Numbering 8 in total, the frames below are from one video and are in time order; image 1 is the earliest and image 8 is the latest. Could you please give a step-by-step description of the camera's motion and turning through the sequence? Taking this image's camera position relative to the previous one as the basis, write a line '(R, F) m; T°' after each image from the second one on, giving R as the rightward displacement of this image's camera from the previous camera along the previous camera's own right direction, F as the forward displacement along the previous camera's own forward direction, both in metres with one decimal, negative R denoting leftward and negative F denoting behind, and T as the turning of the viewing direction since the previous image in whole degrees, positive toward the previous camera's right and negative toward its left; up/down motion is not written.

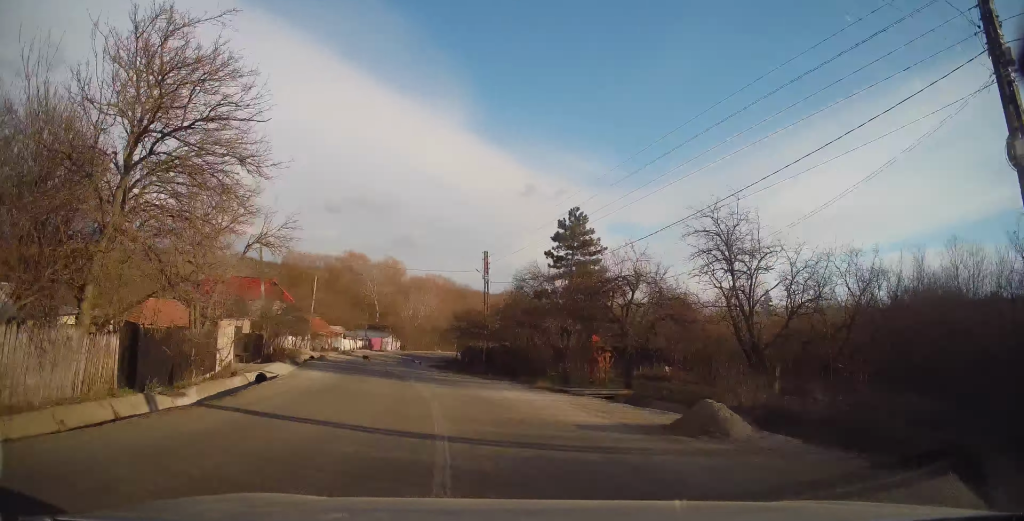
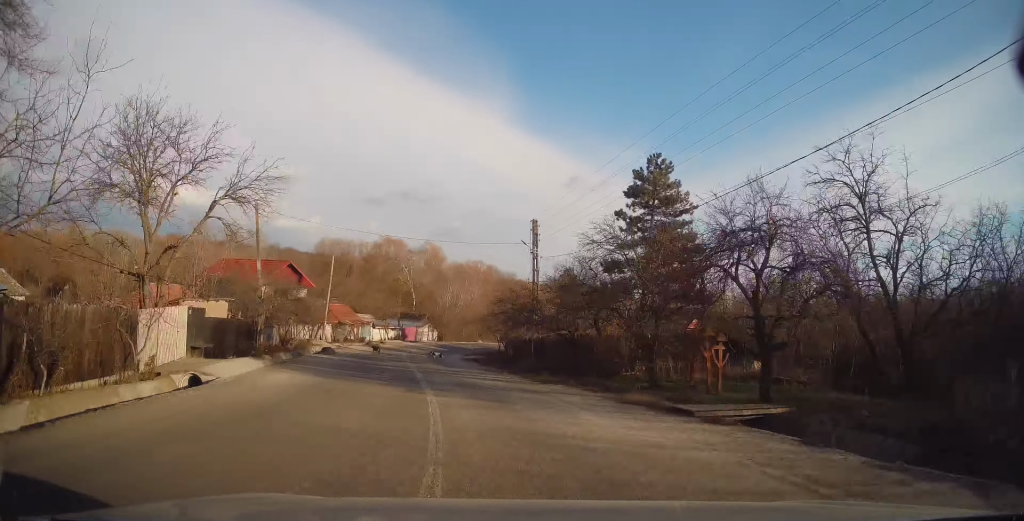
(-0.6, +8.0) m; -5°
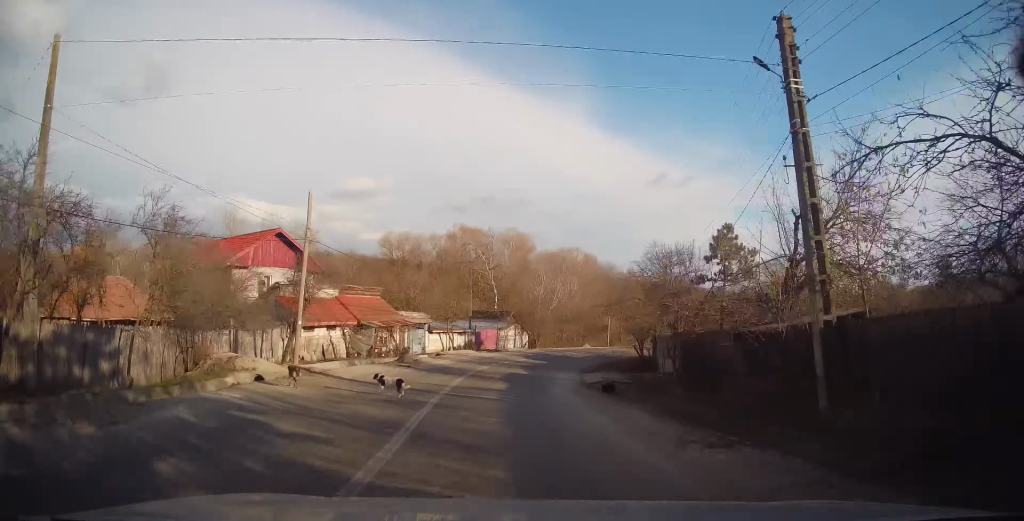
(-2.0, +21.3) m; -8°
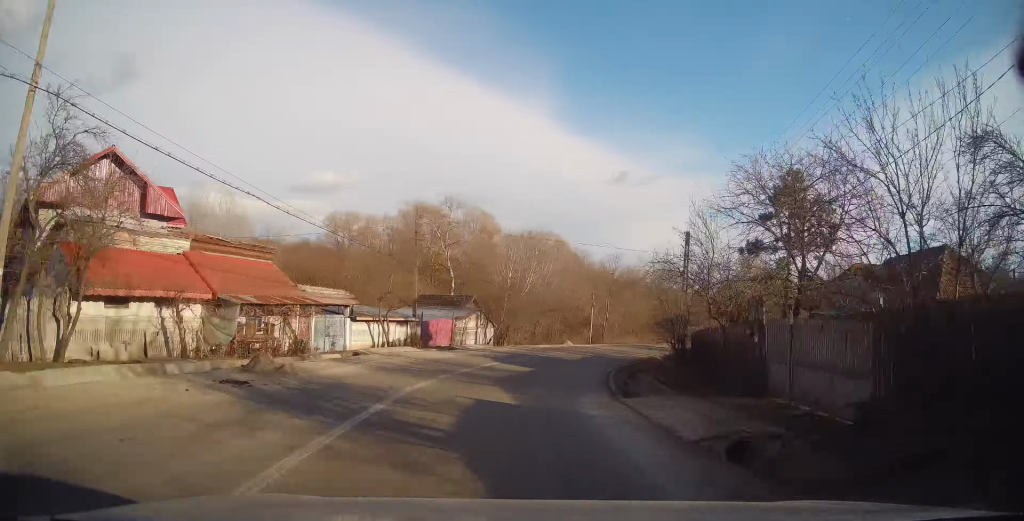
(-0.1, +13.6) m; +5°
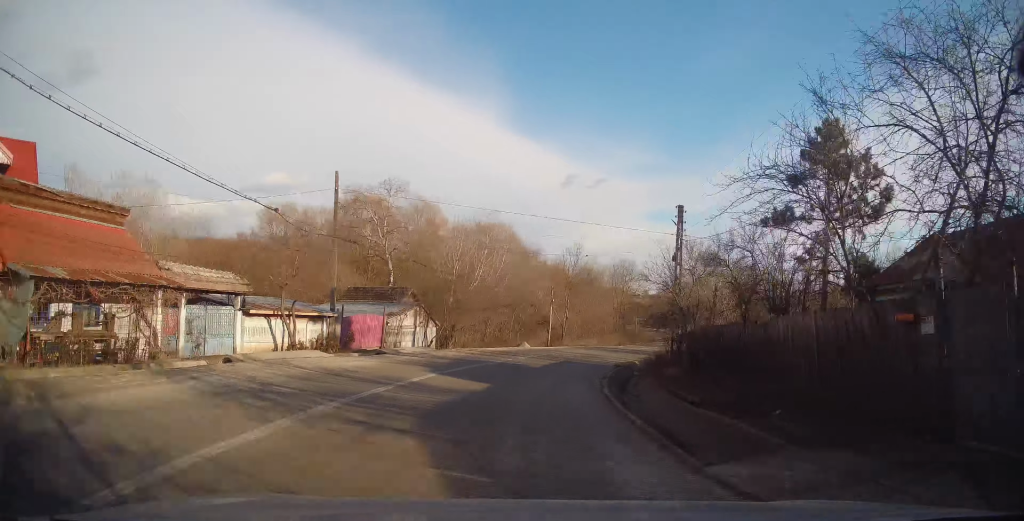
(+0.2, +6.8) m; +4°
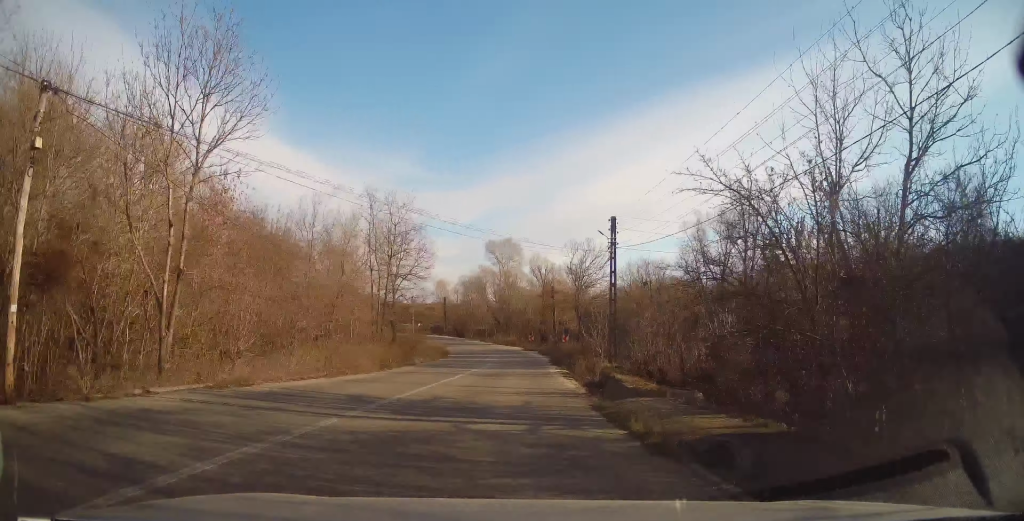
(+8.5, +39.1) m; +21°
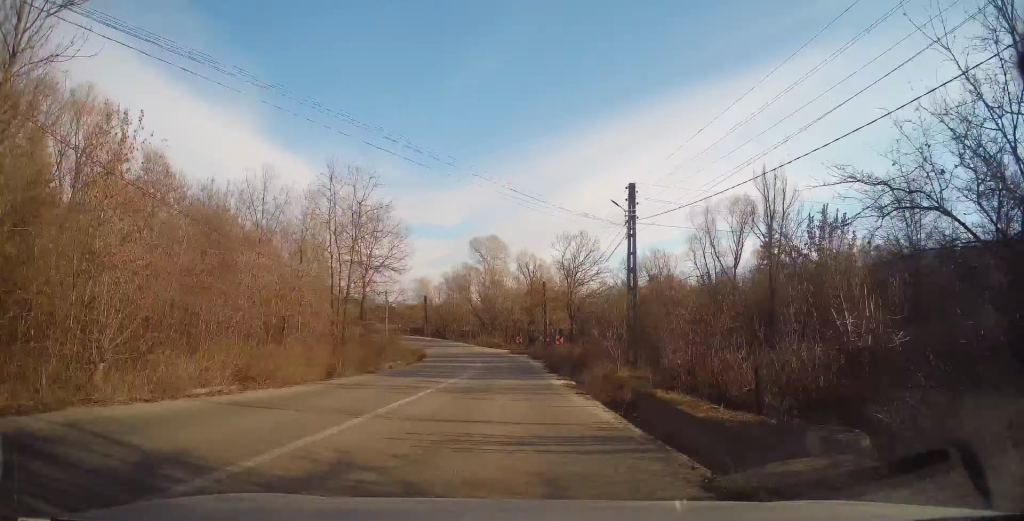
(+0.2, +7.0) m; +2°
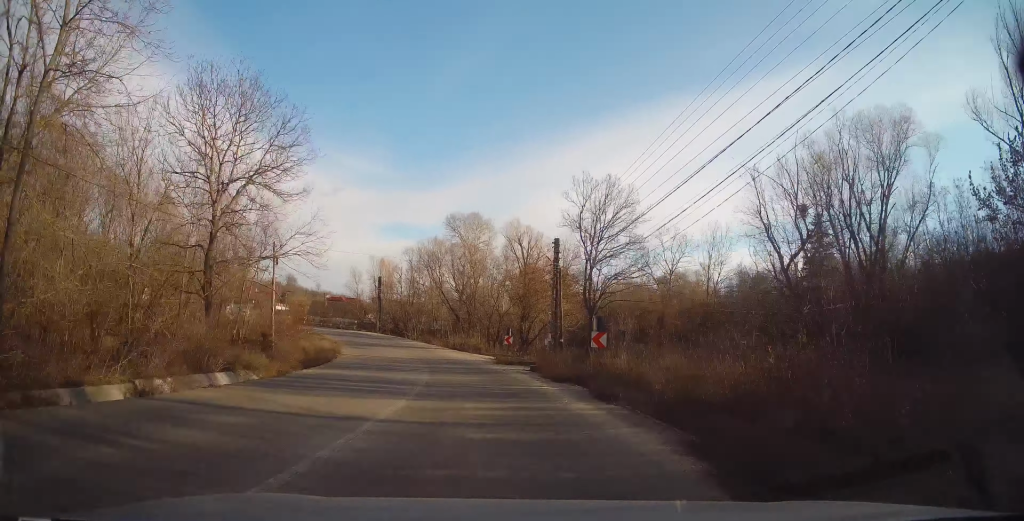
(+0.9, +24.4) m; +1°
